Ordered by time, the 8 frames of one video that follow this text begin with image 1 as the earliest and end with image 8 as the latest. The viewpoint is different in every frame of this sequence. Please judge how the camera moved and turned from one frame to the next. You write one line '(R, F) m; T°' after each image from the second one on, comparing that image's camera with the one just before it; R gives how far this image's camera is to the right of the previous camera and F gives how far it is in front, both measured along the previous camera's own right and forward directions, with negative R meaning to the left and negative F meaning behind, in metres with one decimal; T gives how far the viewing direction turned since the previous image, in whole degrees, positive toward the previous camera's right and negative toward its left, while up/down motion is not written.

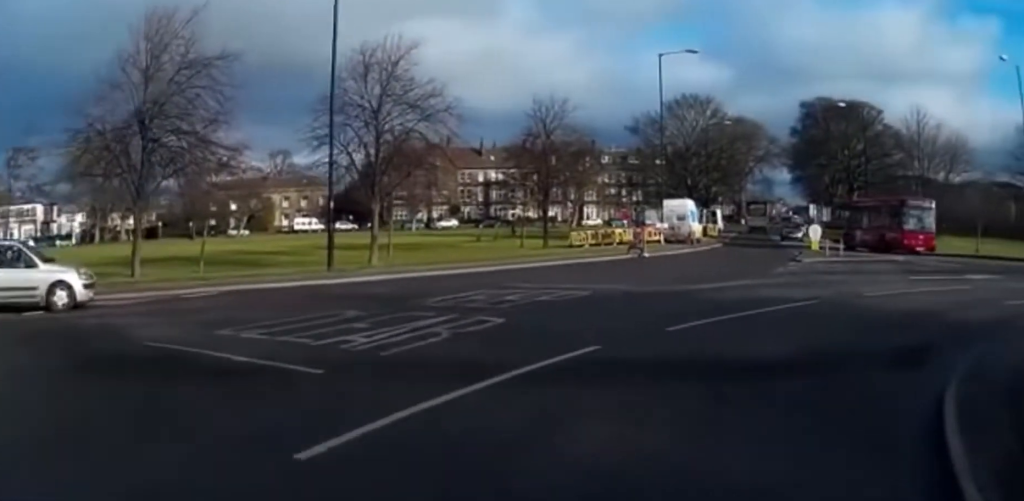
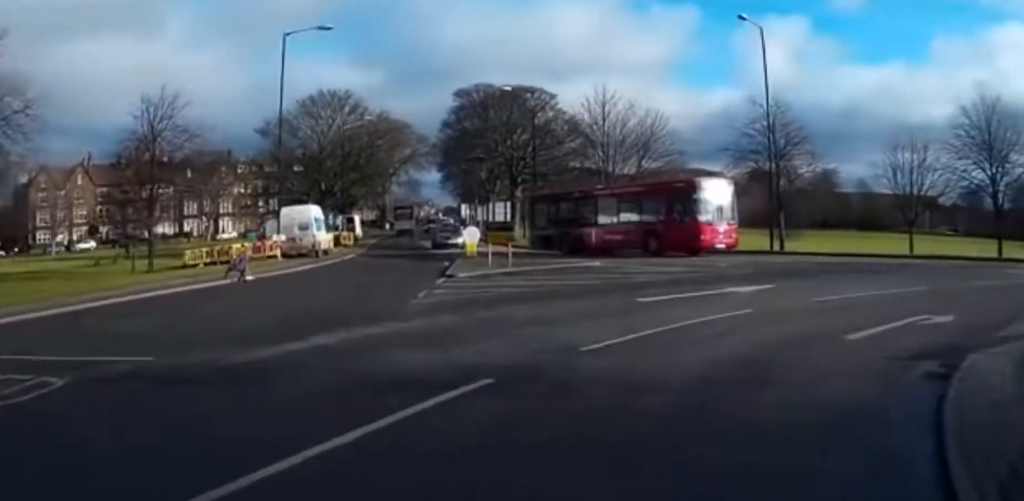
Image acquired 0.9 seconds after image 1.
(+1.3, +6.0) m; +28°
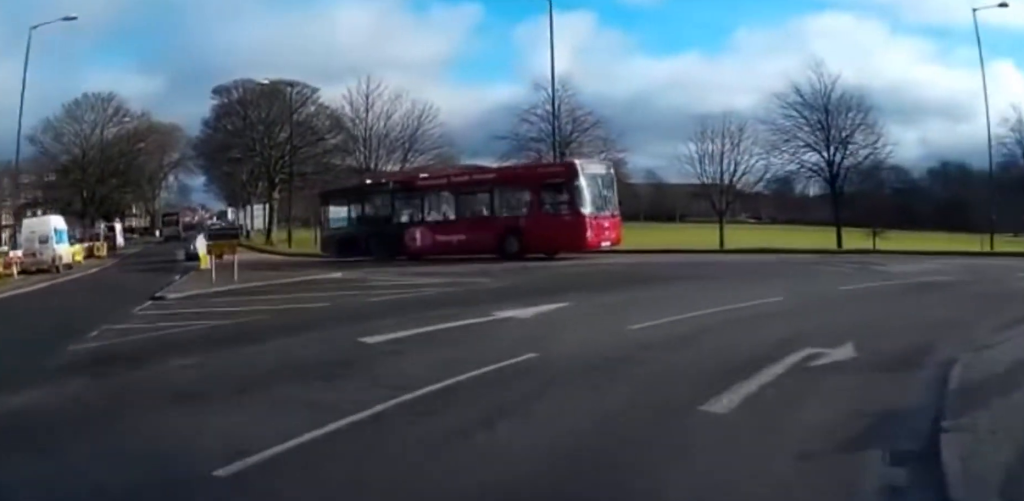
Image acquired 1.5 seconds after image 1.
(+0.5, +3.6) m; +17°
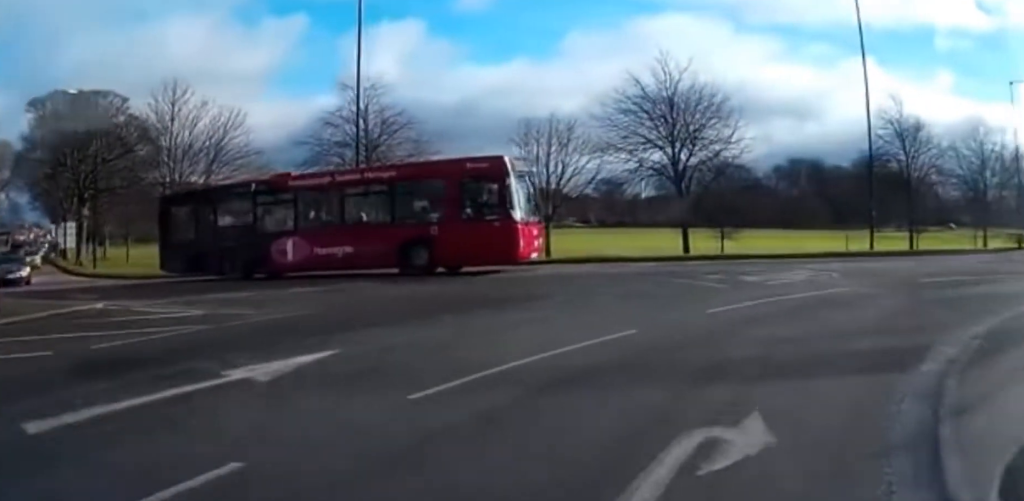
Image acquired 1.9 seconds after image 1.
(+0.5, +2.9) m; +12°
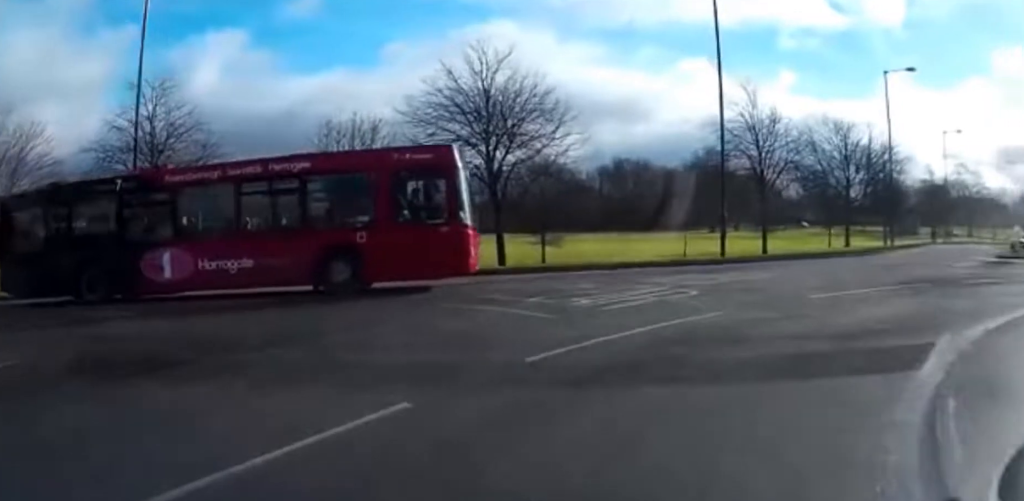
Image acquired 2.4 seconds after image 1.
(+0.4, +2.8) m; +10°
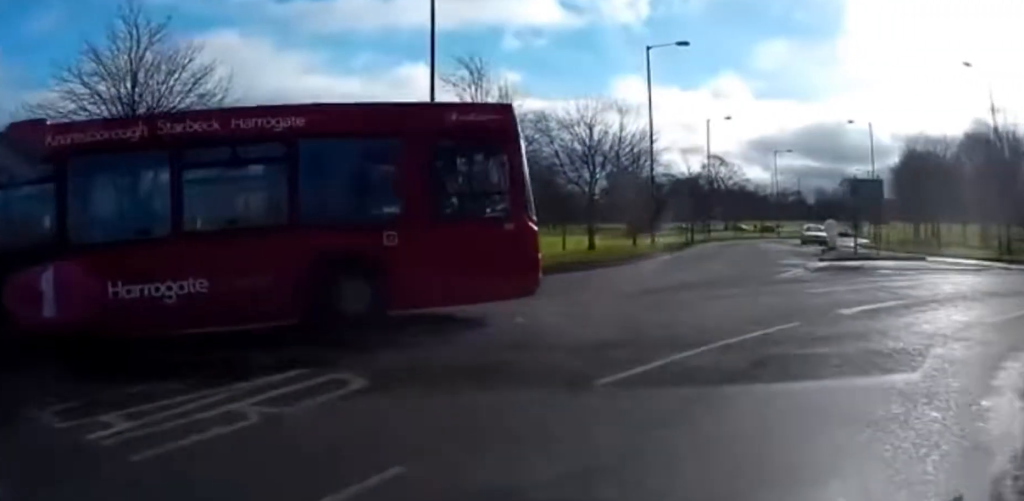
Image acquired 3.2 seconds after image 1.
(+0.7, +4.5) m; +12°
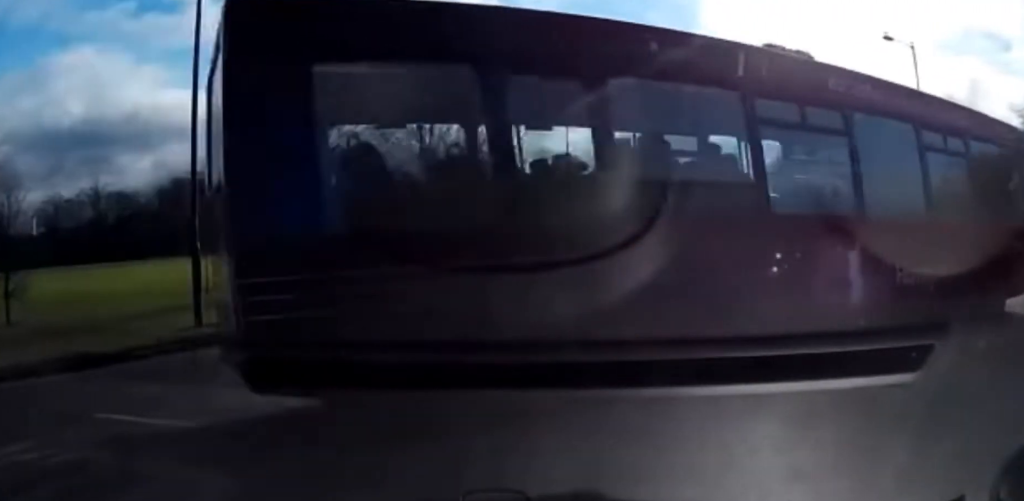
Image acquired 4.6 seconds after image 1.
(+0.6, +5.4) m; +10°
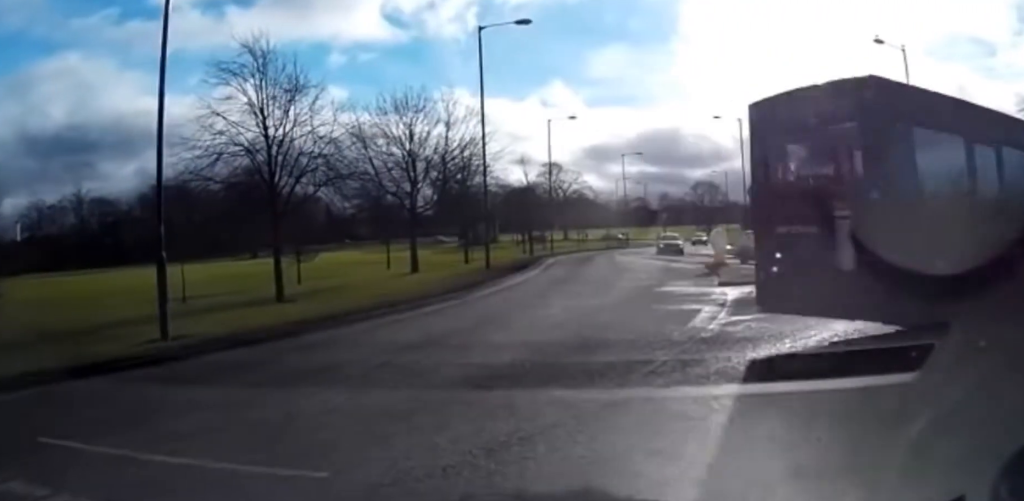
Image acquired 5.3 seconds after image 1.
(+0.1, +2.0) m; +2°
